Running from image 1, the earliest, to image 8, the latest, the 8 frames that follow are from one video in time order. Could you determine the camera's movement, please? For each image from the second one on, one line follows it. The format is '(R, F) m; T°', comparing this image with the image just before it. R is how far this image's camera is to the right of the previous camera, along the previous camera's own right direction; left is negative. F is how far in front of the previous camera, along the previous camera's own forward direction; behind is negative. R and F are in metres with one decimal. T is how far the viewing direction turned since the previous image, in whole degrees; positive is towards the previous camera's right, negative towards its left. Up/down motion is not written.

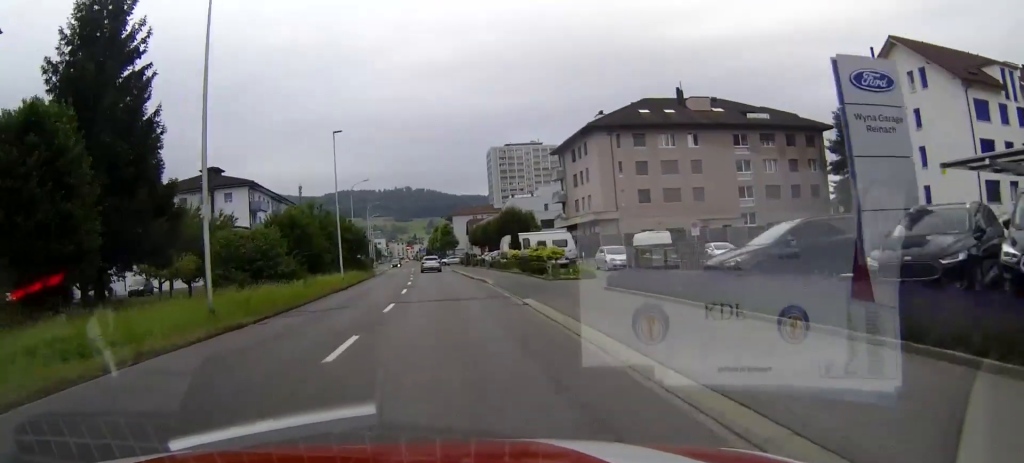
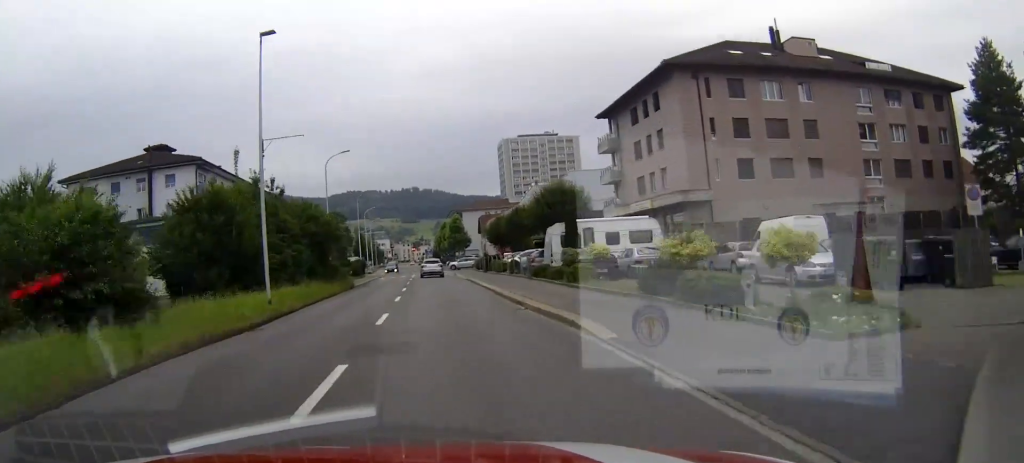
(-0.2, +22.5) m; -1°
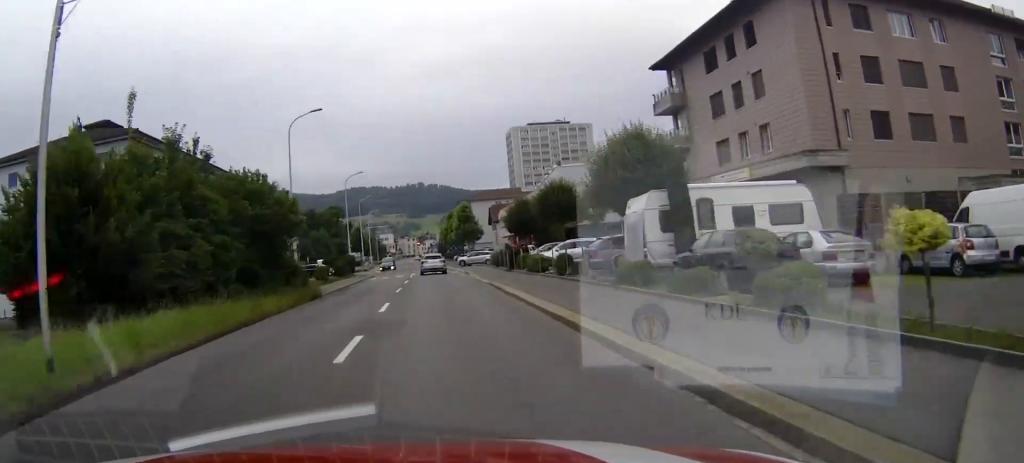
(0.0, +15.6) m; -1°
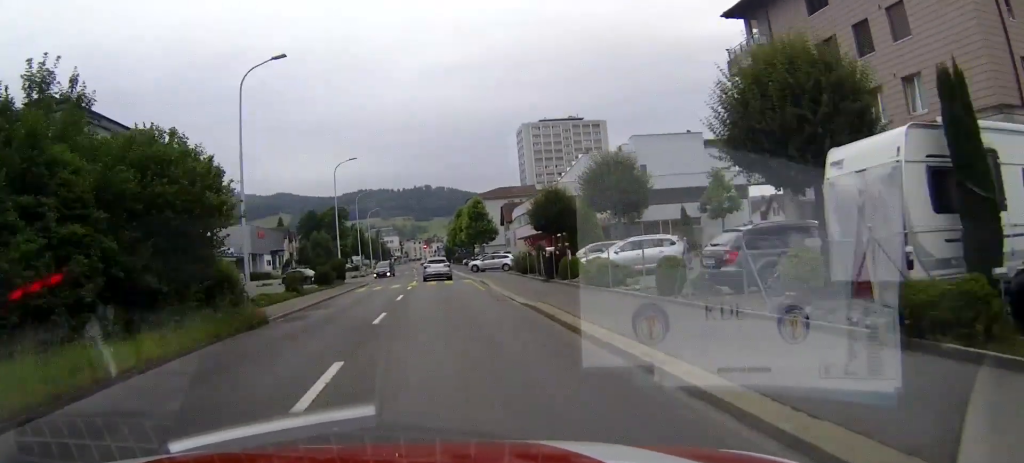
(-0.1, +12.0) m; -1°
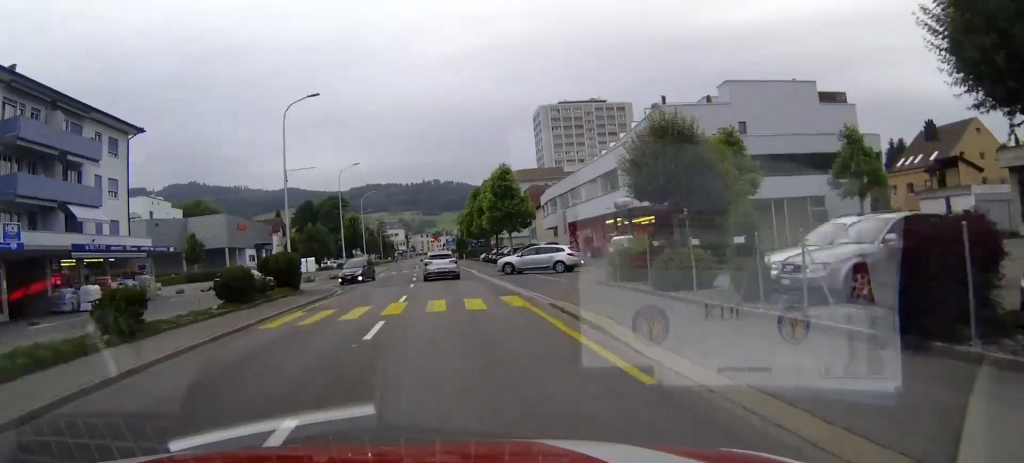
(-0.3, +23.1) m; -1°
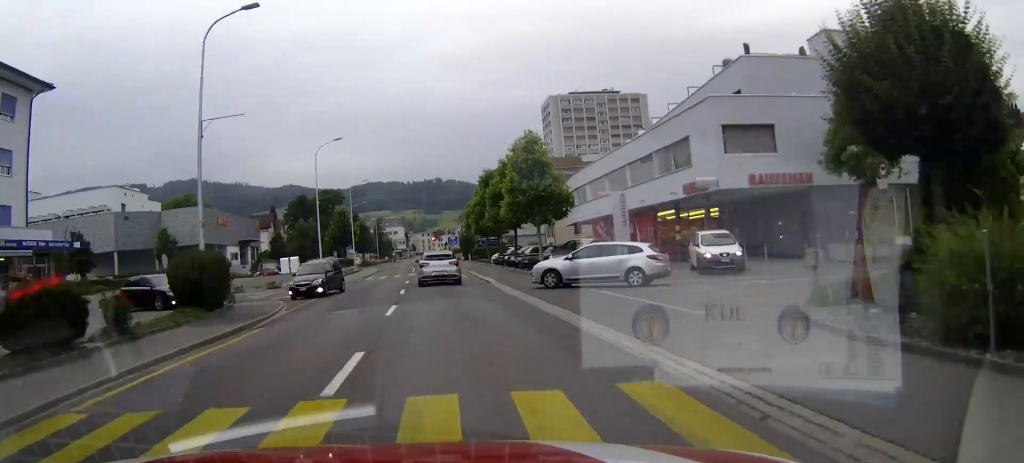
(-0.1, +14.5) m; -1°
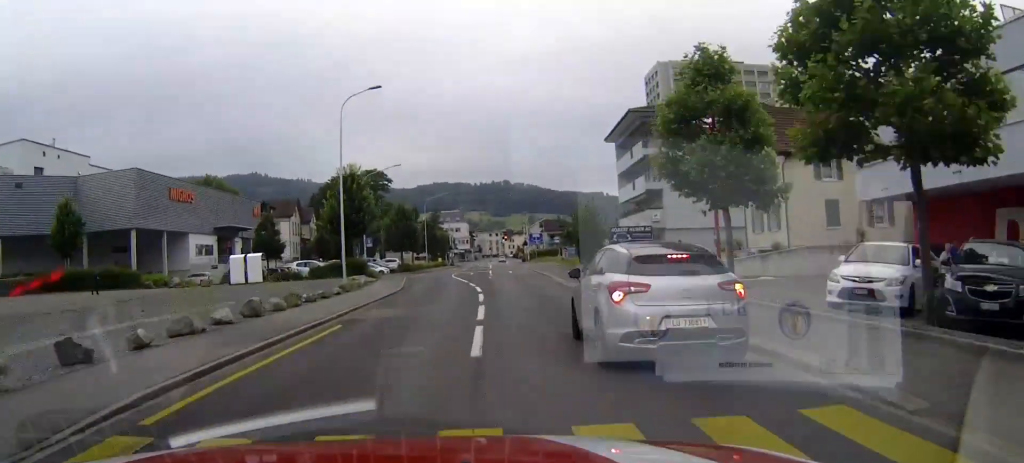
(-0.8, +49.3) m; -1°
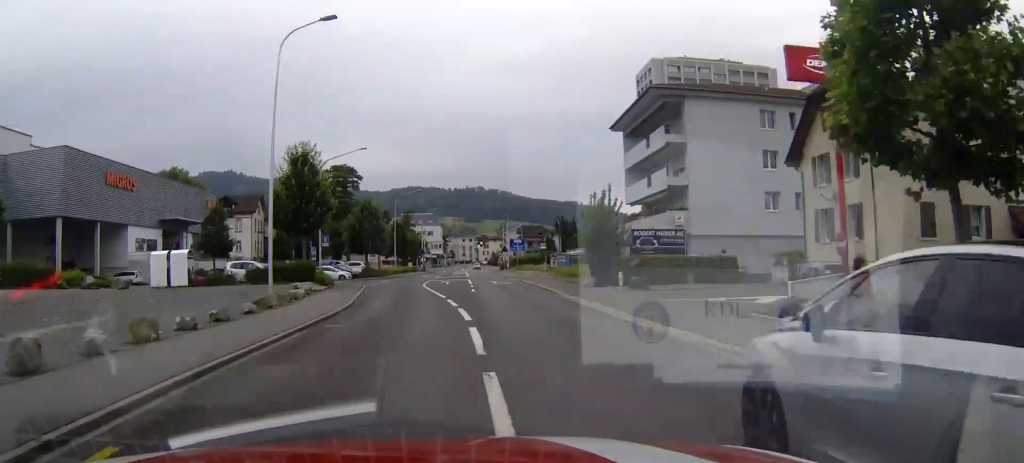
(0.0, +11.0) m; 0°
